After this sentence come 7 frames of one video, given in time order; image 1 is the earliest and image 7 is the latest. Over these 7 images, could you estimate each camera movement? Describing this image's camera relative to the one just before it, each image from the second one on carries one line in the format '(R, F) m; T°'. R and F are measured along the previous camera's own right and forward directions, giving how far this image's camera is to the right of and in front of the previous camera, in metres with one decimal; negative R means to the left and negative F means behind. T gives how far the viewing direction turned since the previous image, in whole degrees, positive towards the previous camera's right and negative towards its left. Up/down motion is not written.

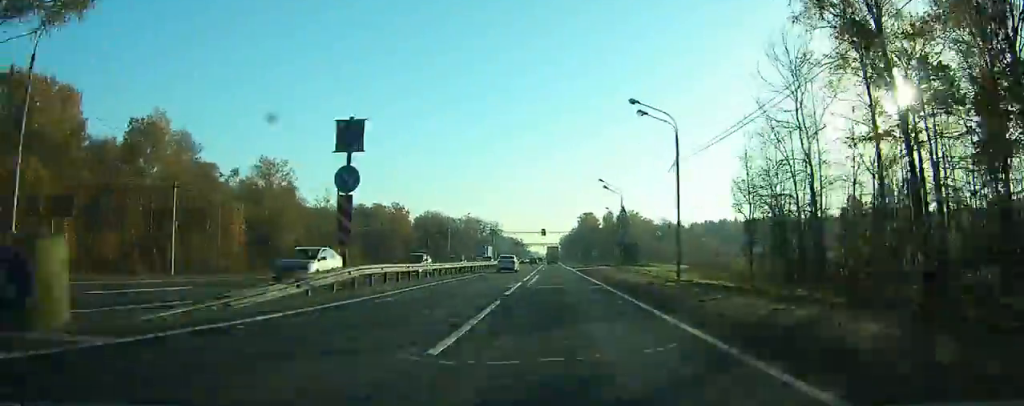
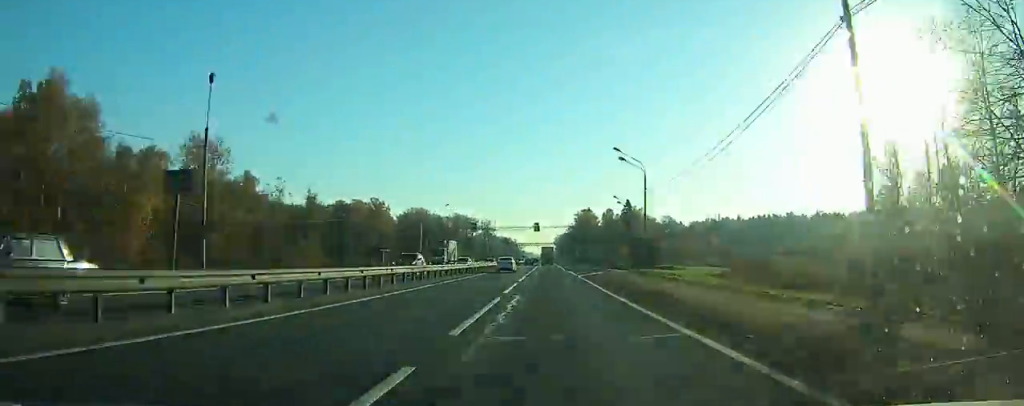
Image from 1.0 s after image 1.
(+0.2, +21.9) m; +1°
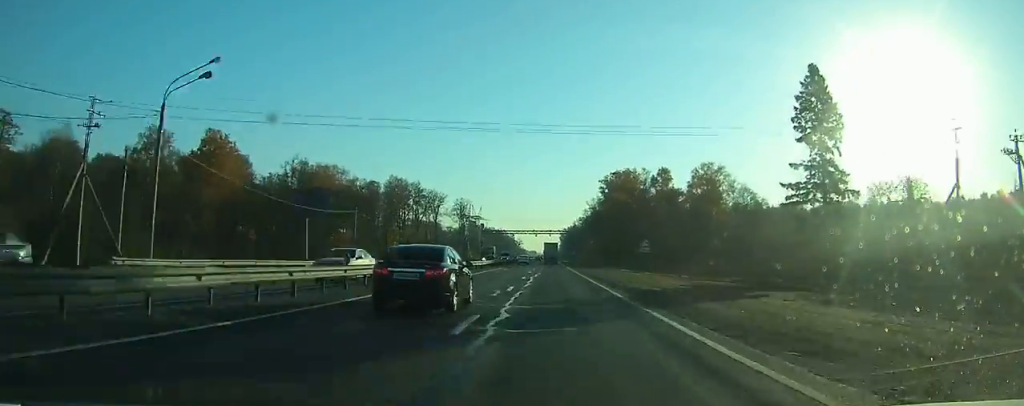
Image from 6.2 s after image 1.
(-0.3, +112.3) m; -1°
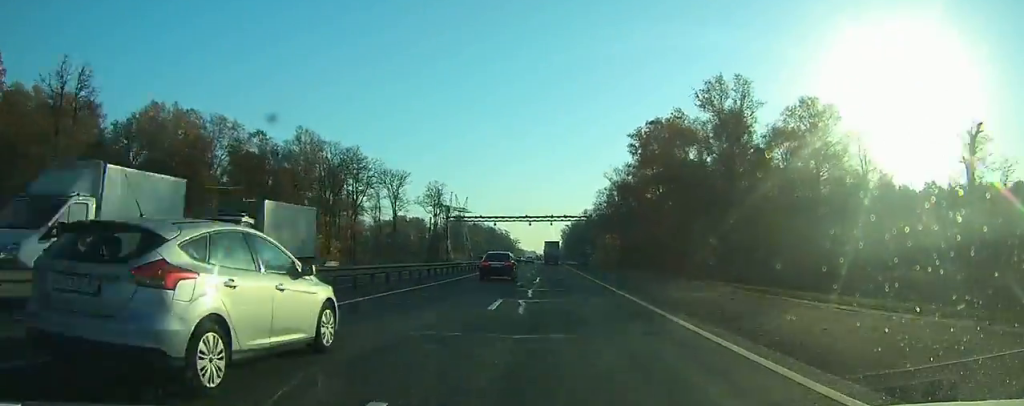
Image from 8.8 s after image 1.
(-0.5, +55.6) m; -1°
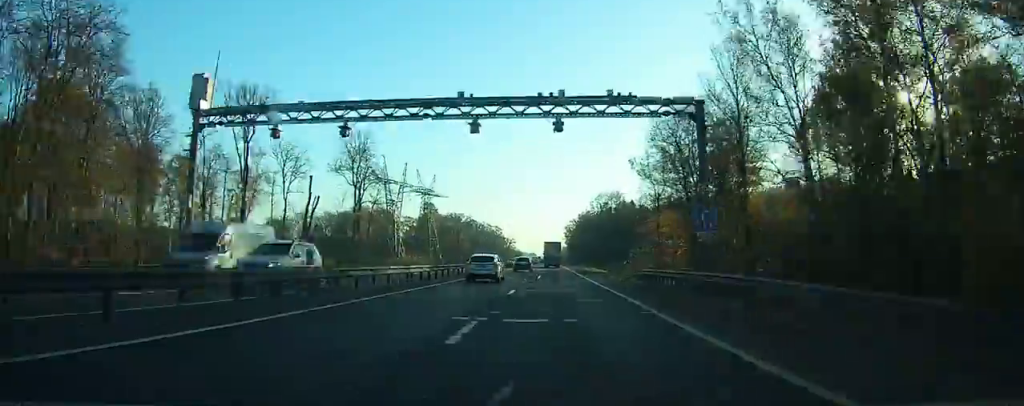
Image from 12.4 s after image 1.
(0.0, +77.3) m; 0°
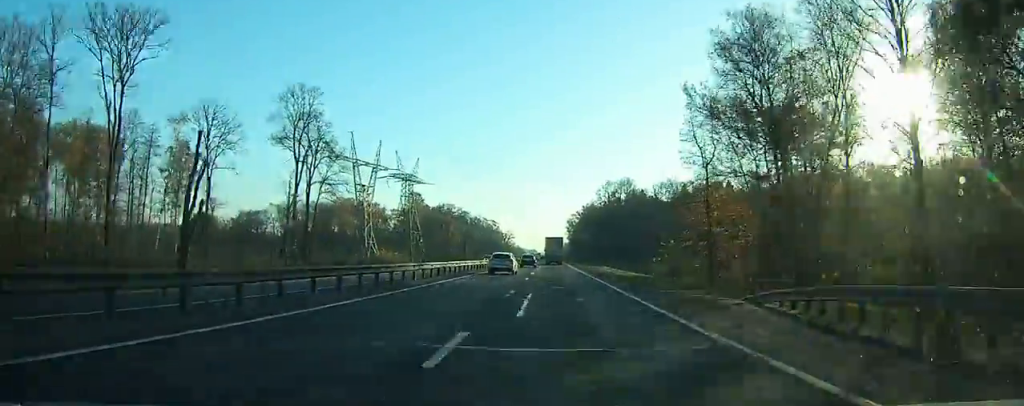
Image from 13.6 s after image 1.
(0.0, +25.8) m; 0°
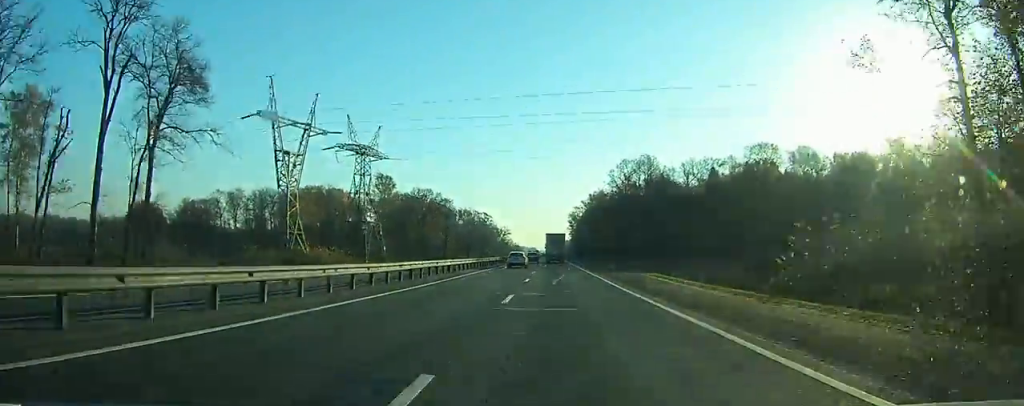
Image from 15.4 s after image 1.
(+0.1, +38.6) m; 0°
